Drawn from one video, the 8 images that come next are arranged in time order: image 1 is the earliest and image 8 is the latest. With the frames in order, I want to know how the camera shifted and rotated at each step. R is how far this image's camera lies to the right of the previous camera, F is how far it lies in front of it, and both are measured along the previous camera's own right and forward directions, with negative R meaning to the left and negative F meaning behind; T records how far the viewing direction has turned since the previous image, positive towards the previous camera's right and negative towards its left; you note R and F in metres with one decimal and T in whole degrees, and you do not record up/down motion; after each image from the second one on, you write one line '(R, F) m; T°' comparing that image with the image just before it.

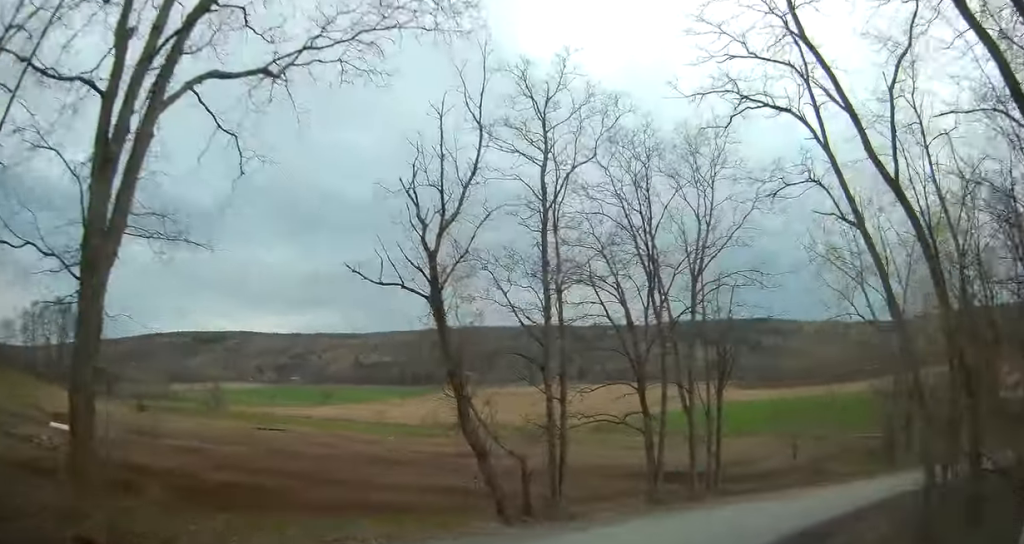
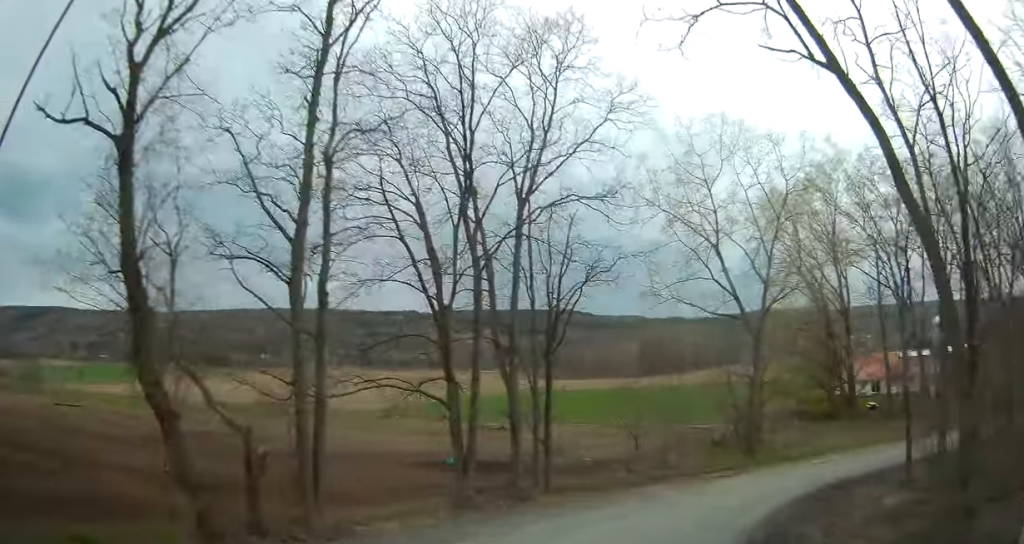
(+0.5, +8.4) m; +12°
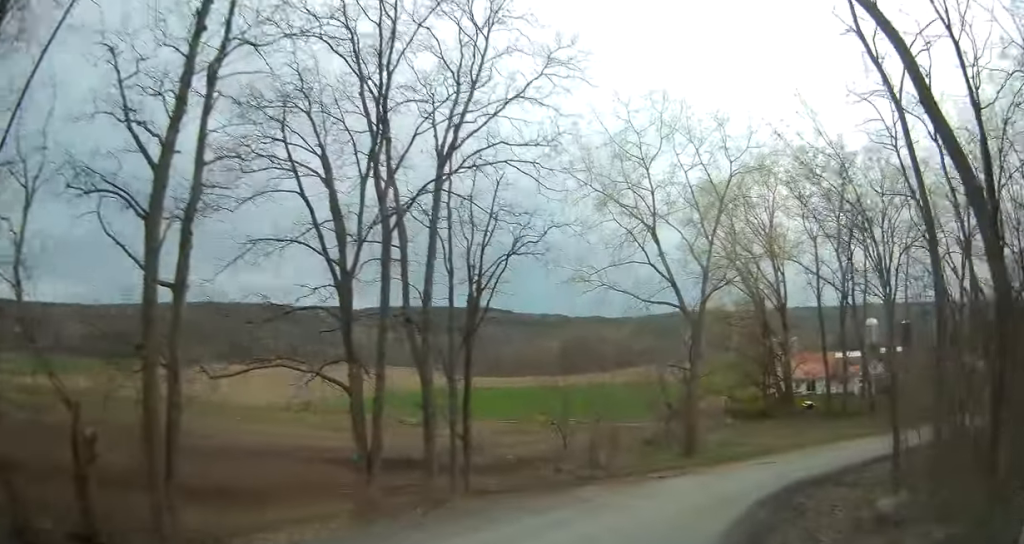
(+0.3, +3.1) m; +6°
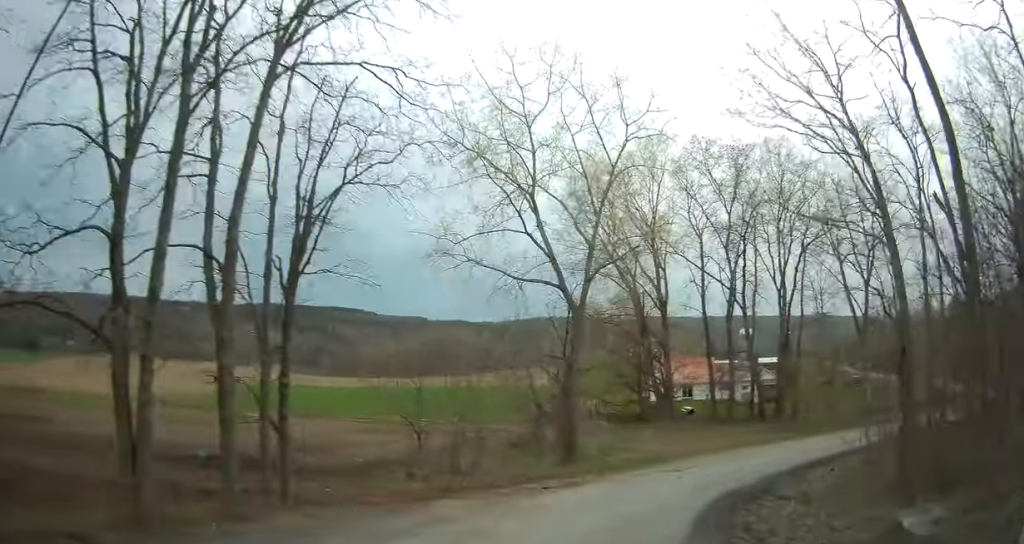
(+0.4, +5.4) m; +15°
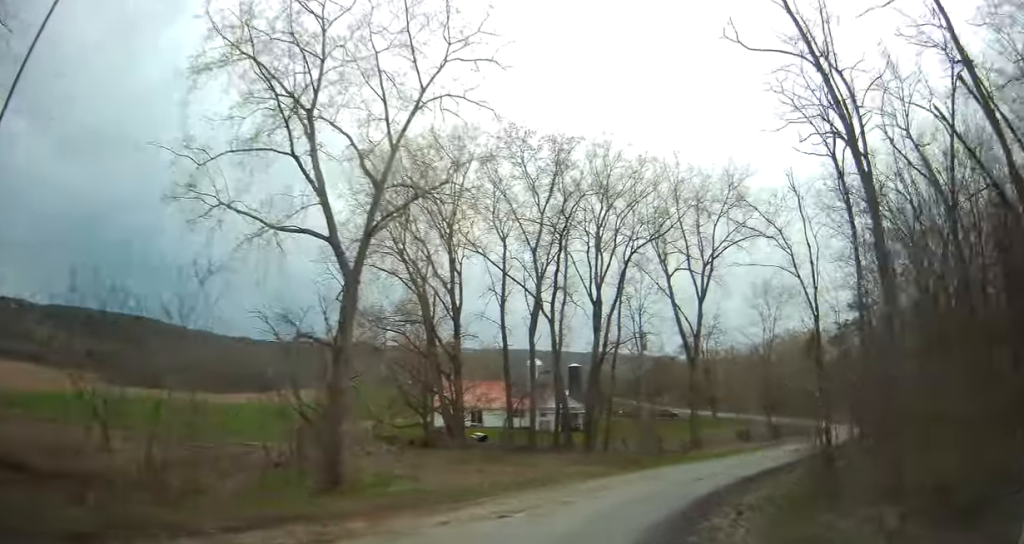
(+2.2, +7.7) m; +29°
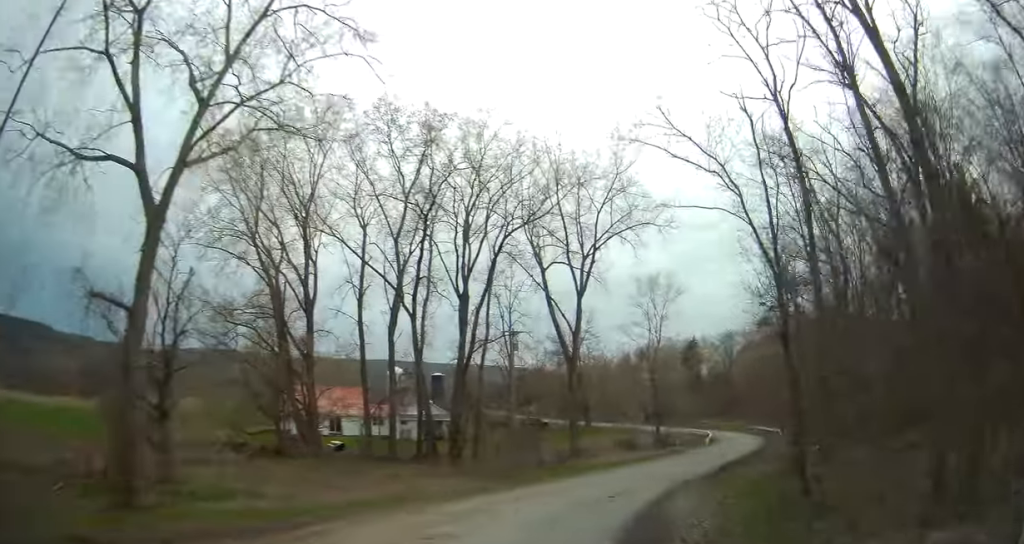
(+0.6, +5.2) m; +11°
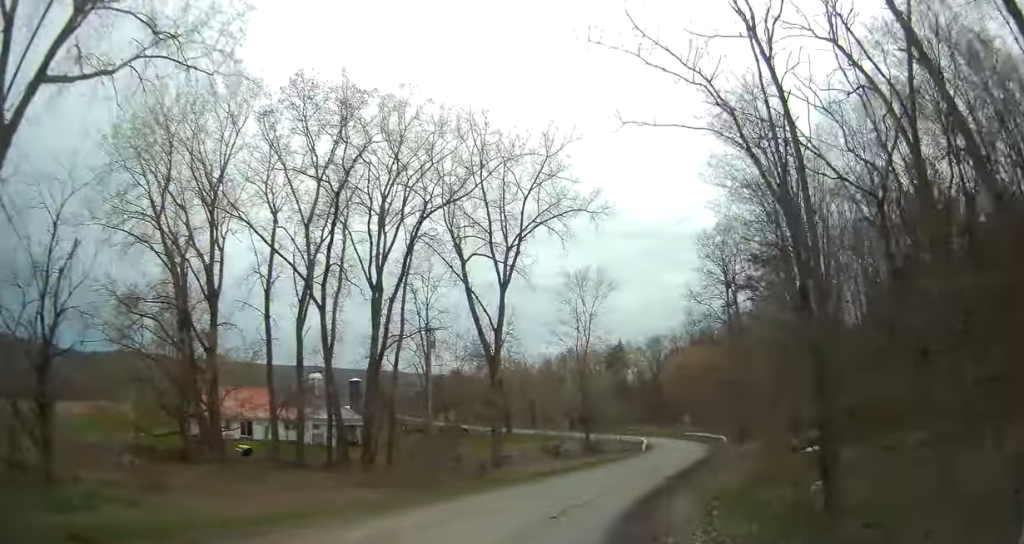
(+0.1, +3.8) m; +6°
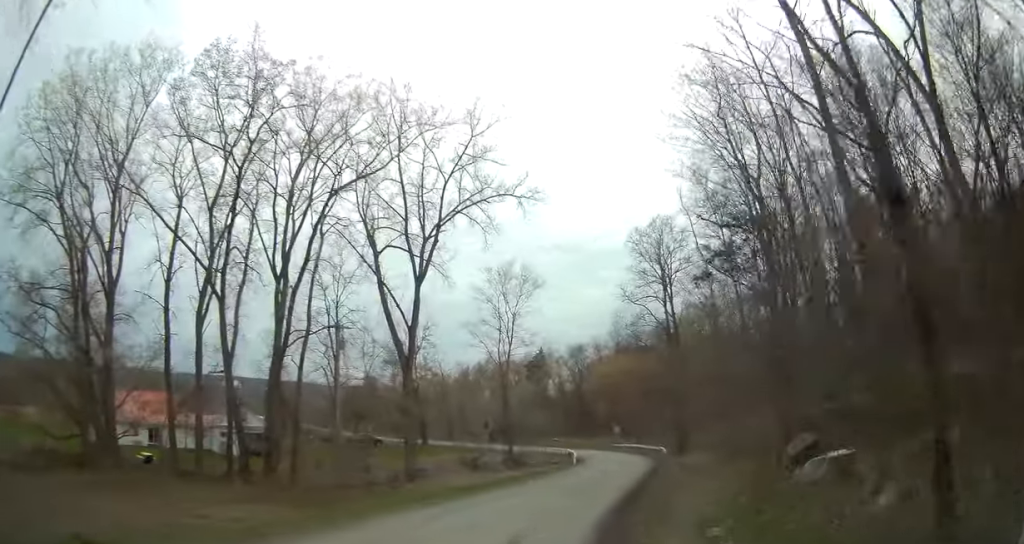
(+0.3, +4.0) m; +8°
